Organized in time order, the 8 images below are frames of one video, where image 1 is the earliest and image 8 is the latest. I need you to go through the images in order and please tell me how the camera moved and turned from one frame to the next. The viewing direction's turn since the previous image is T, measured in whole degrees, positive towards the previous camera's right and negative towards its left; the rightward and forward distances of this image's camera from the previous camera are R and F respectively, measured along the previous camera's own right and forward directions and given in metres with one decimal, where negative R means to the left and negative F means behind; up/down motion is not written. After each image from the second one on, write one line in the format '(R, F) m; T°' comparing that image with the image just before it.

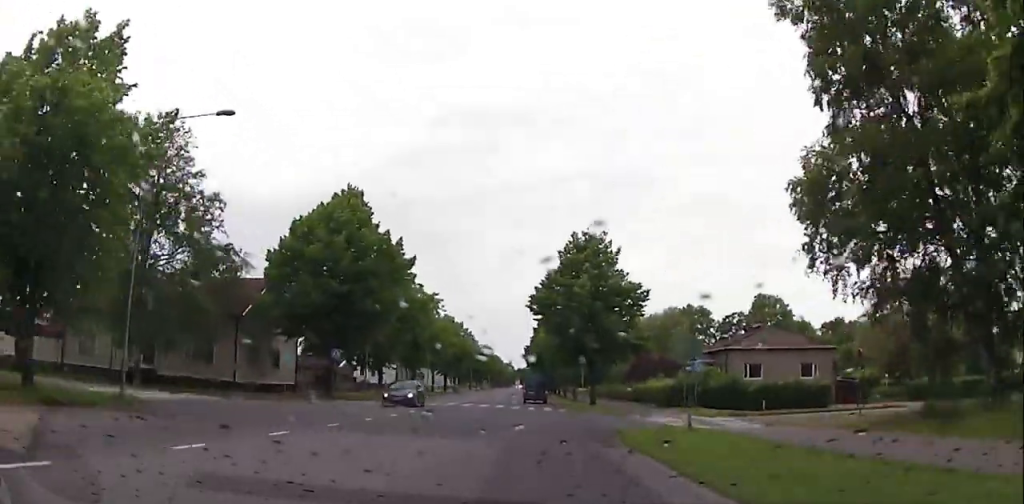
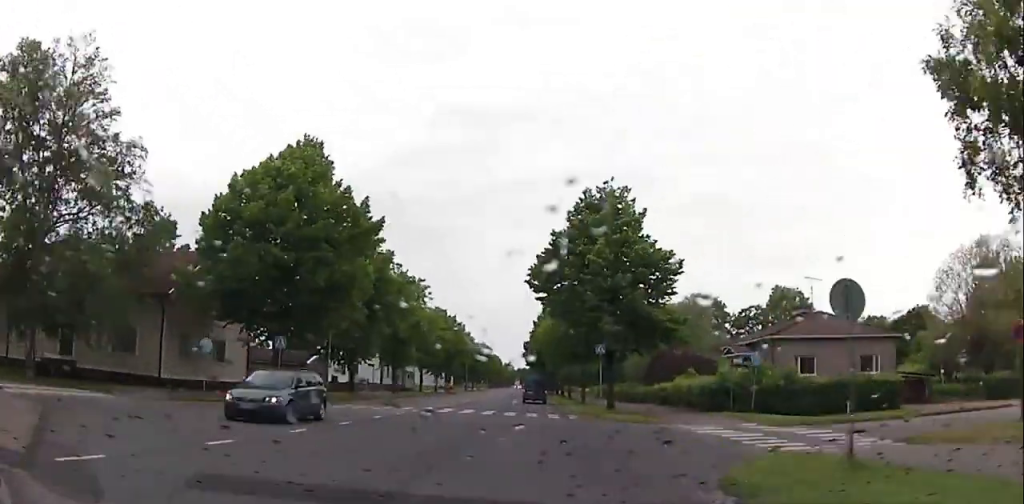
(+0.1, +10.5) m; 0°
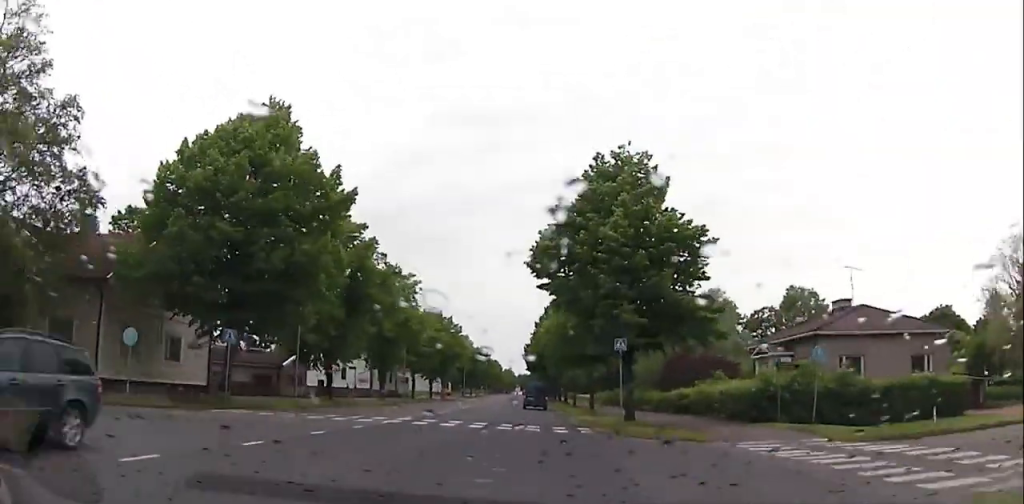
(+0.1, +6.5) m; 0°
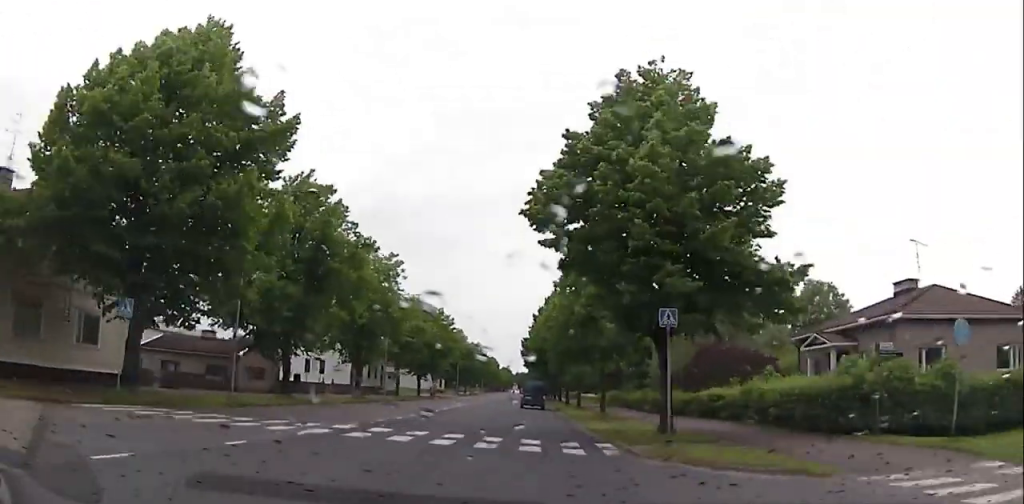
(0.0, +8.4) m; +1°
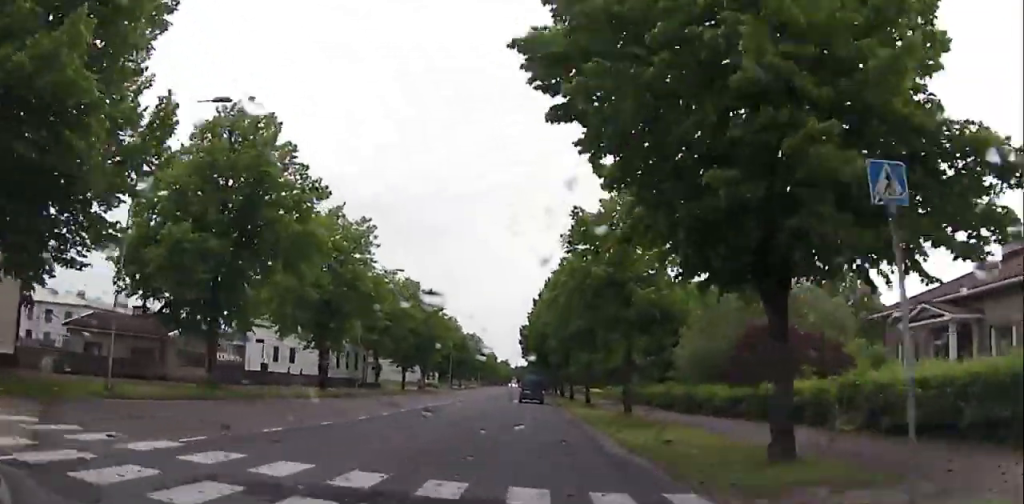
(0.0, +9.8) m; +1°
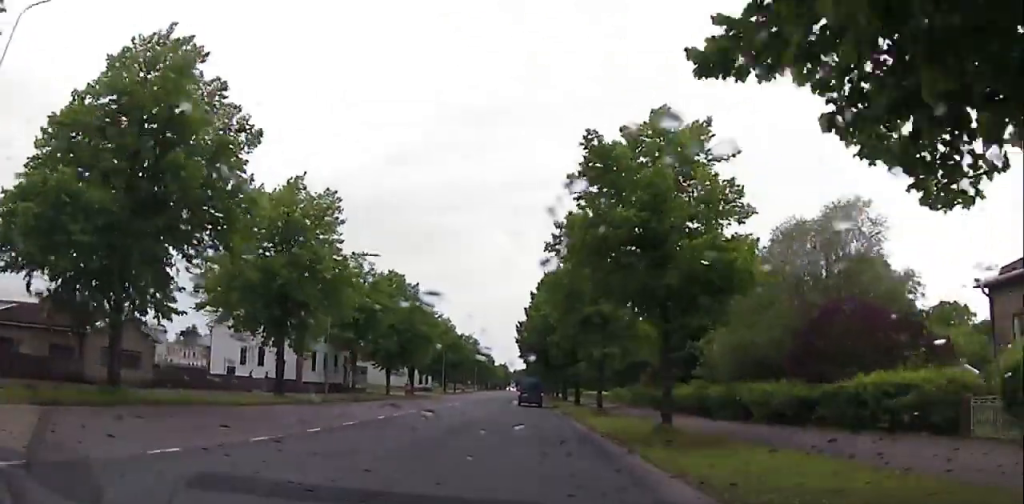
(+0.1, +7.8) m; +1°
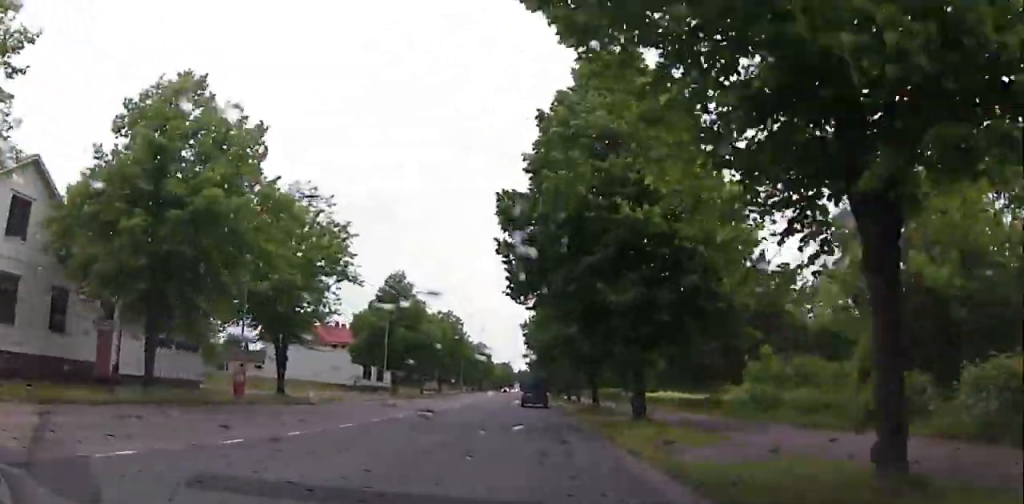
(-0.8, +45.8) m; -1°
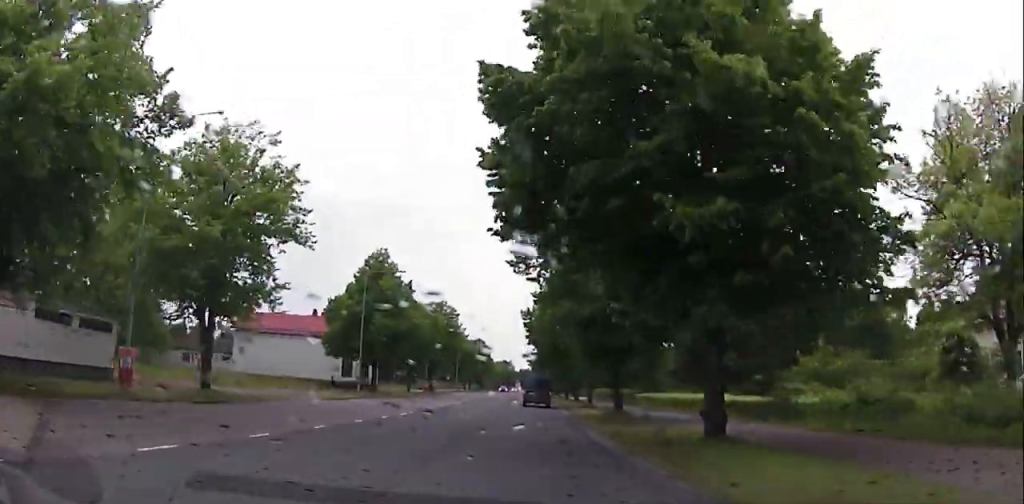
(+0.1, +9.9) m; 0°
